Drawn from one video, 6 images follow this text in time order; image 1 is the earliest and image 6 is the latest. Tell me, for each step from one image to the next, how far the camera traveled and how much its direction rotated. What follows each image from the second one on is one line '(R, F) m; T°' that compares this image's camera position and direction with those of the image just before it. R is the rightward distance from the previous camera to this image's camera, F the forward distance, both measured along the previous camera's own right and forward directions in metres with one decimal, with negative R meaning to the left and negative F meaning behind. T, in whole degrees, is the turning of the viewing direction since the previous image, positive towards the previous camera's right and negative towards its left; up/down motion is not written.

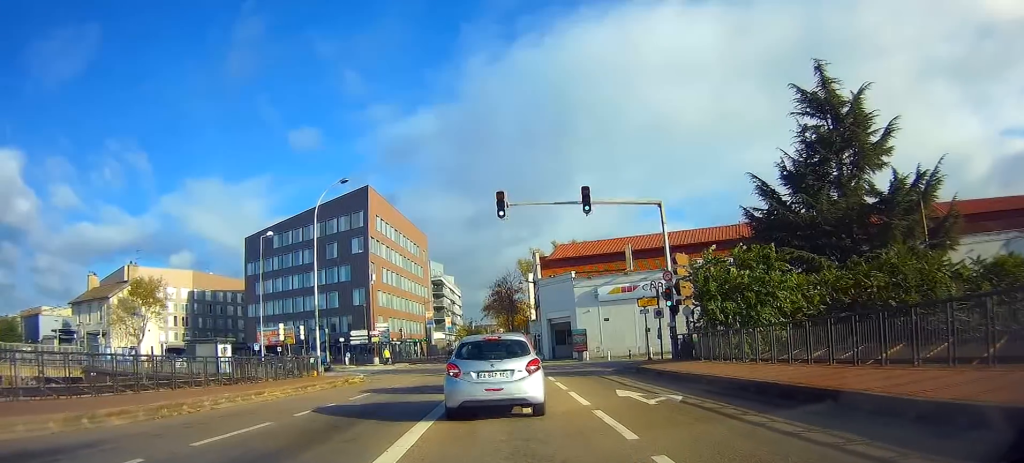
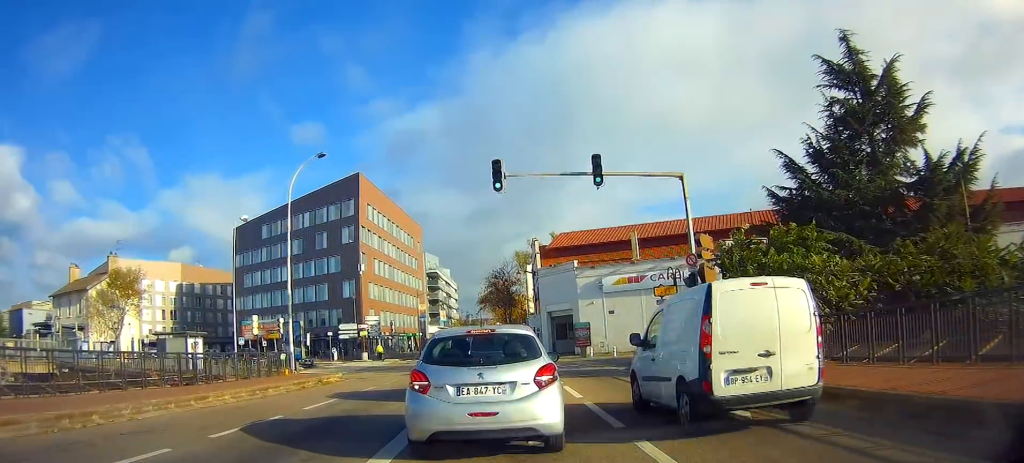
(0.0, +3.7) m; -1°
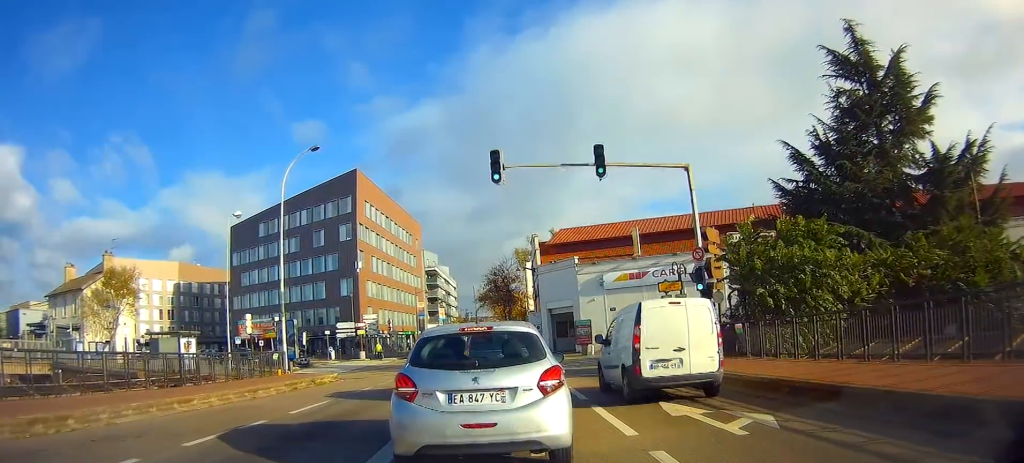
(0.0, +1.1) m; 0°
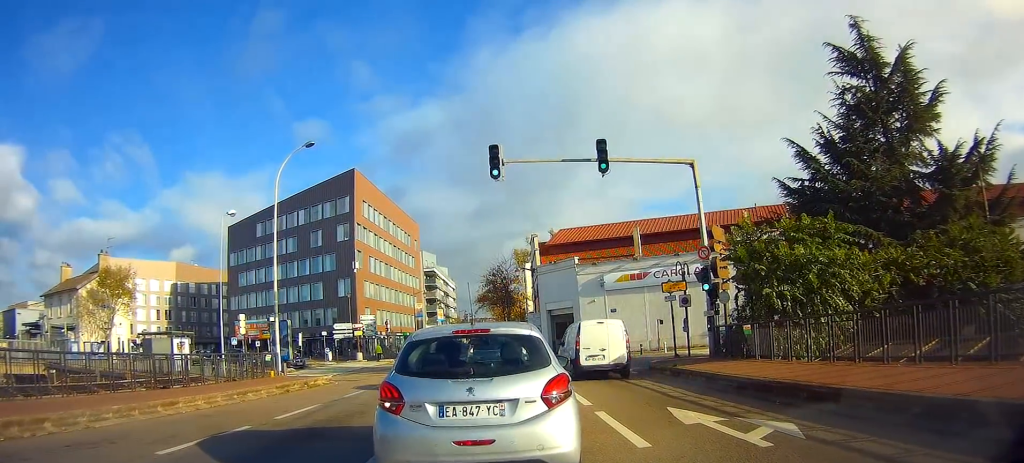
(0.0, +1.2) m; 0°
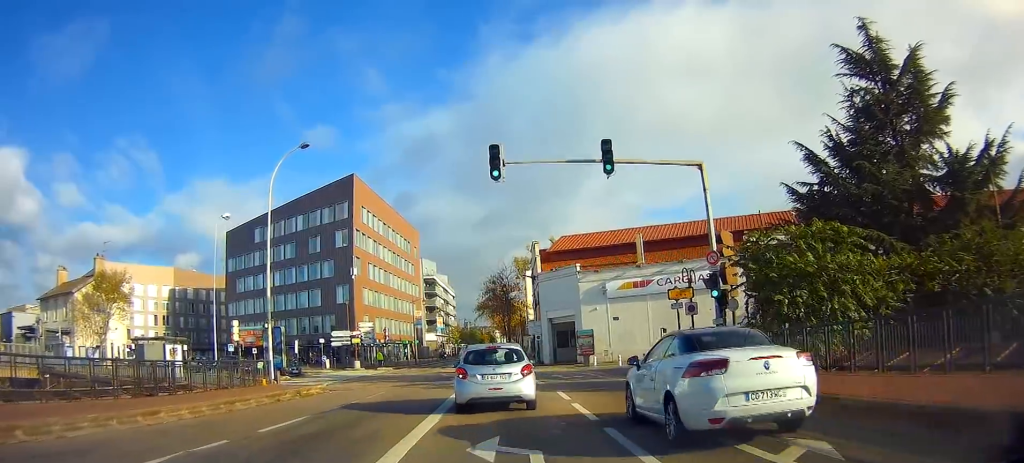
(0.0, +0.9) m; 0°
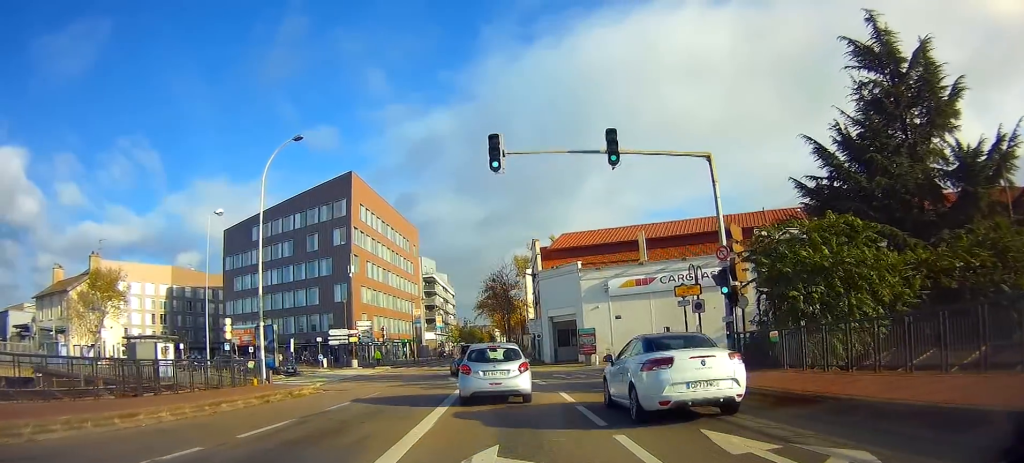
(0.0, +0.4) m; 0°
